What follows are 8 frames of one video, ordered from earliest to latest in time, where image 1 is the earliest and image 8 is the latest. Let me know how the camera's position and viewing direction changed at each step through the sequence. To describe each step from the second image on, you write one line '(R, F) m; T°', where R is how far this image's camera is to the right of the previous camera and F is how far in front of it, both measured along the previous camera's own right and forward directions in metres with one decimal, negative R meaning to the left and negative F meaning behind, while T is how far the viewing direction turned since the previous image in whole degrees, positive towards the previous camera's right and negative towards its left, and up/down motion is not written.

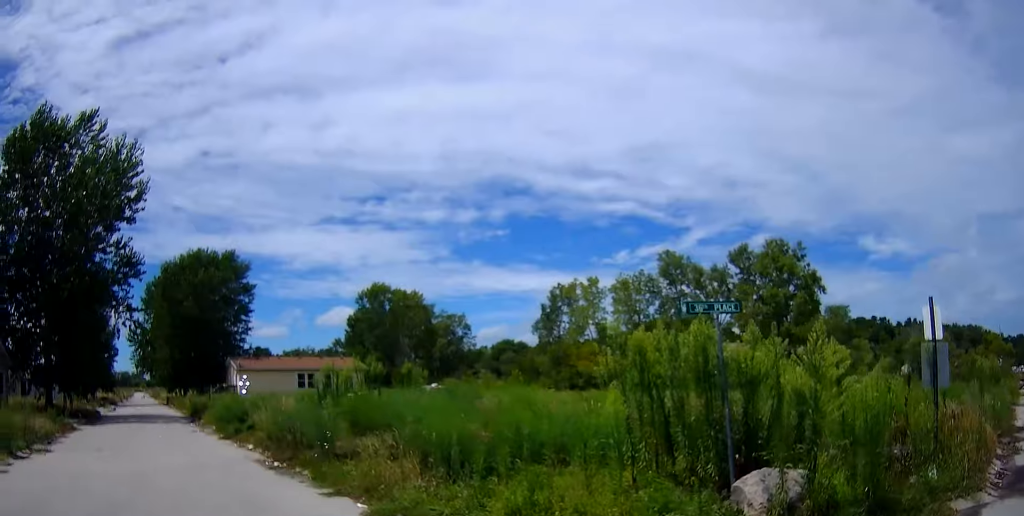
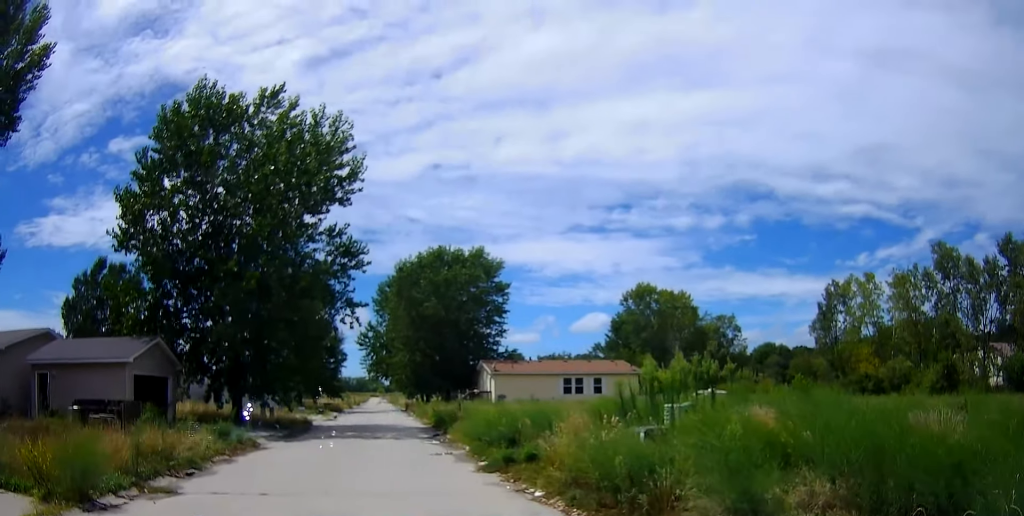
(-2.0, +5.8) m; -18°
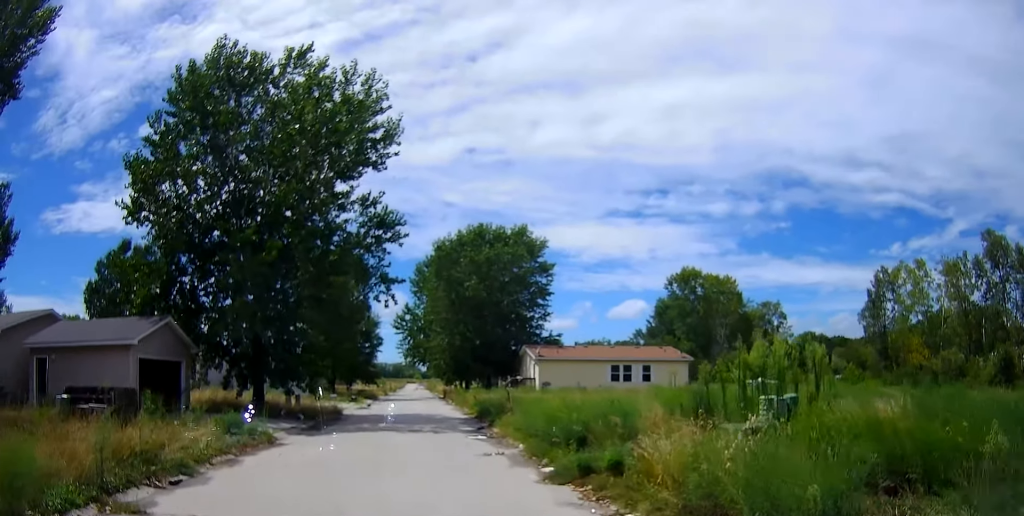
(0.0, +2.6) m; +3°
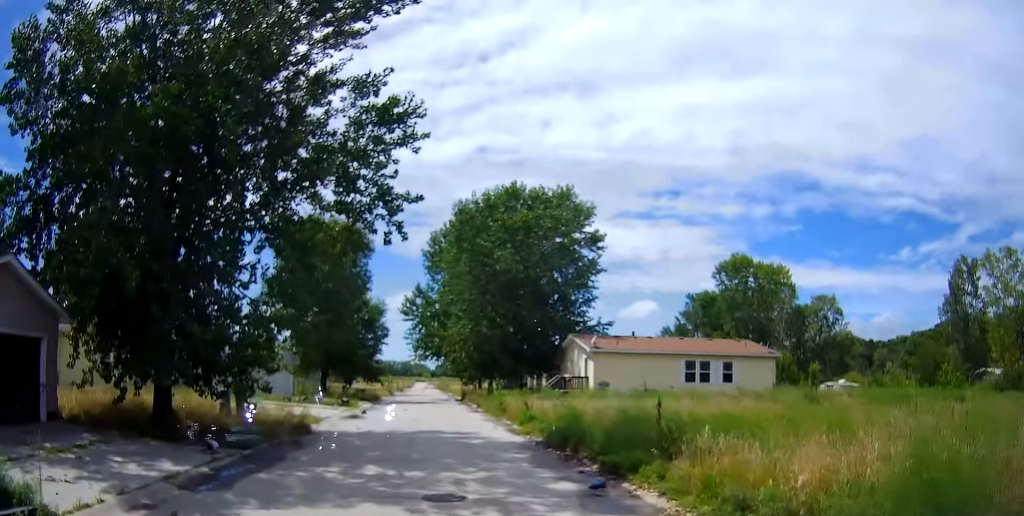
(-0.4, +12.1) m; -6°
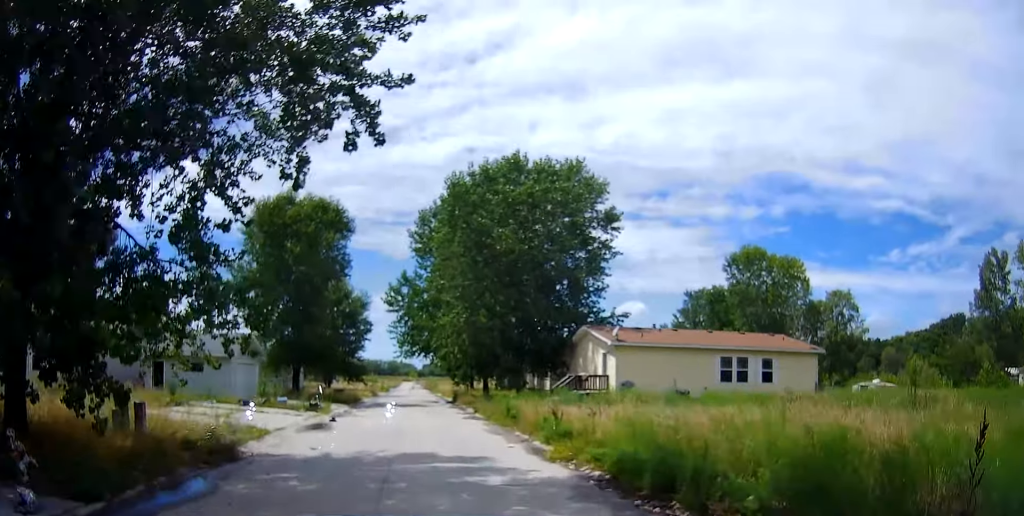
(0.0, +6.4) m; 0°
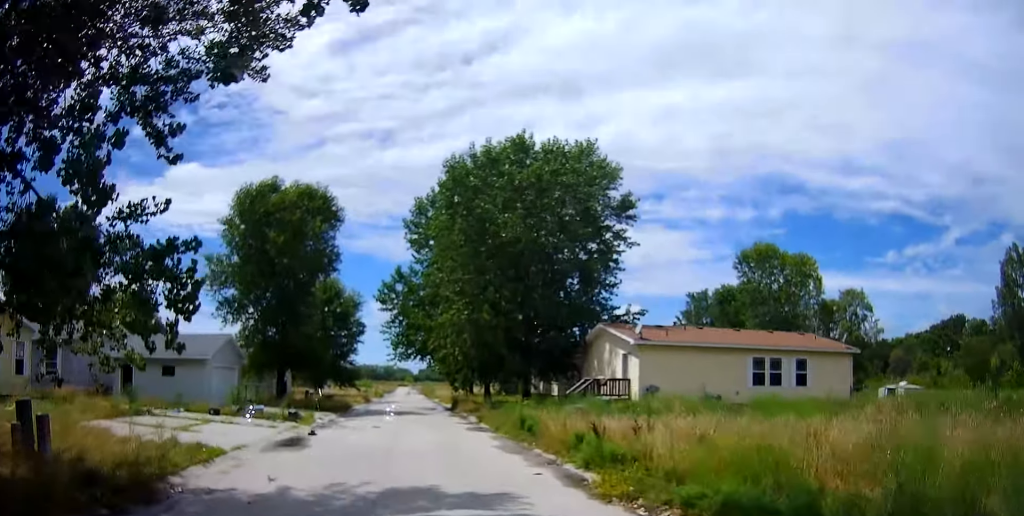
(0.0, +3.8) m; 0°
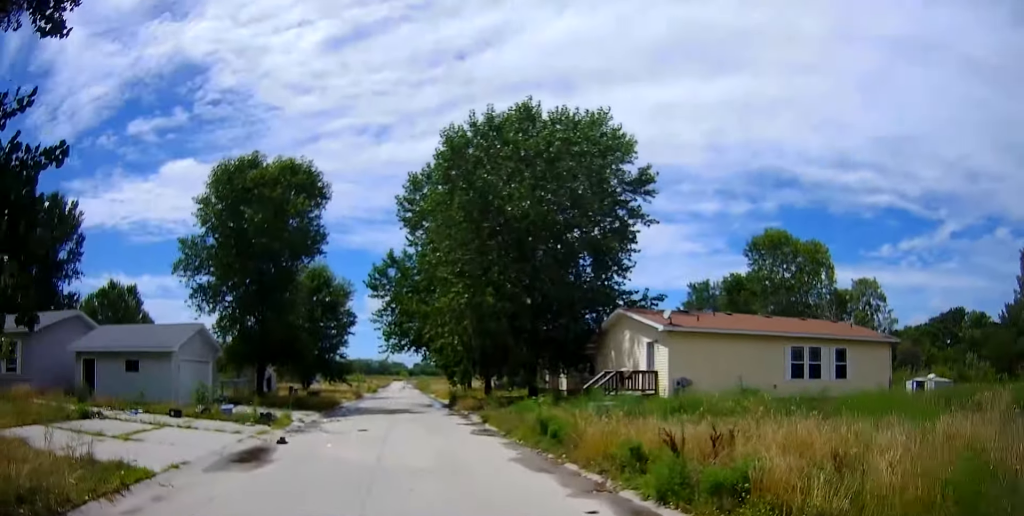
(0.0, +4.0) m; +3°
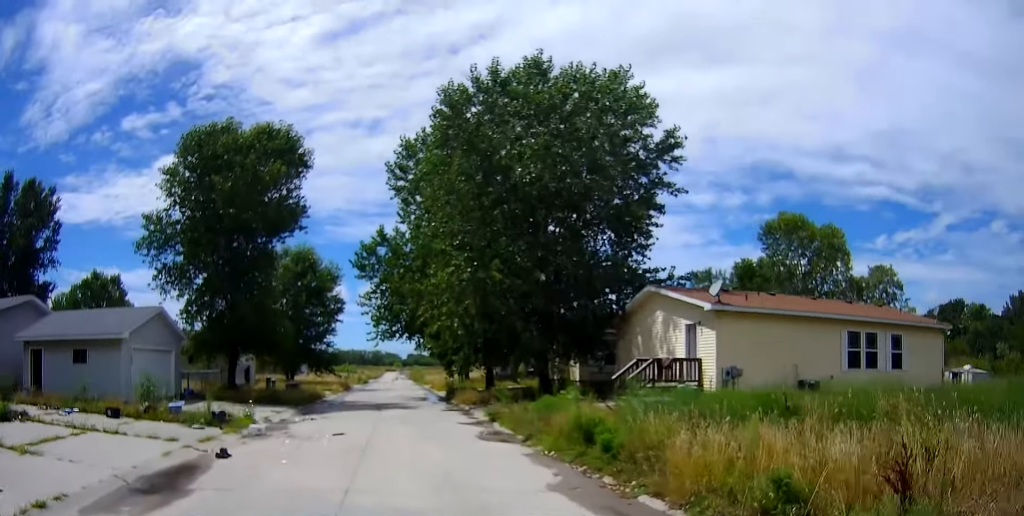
(+0.2, +4.6) m; +2°
